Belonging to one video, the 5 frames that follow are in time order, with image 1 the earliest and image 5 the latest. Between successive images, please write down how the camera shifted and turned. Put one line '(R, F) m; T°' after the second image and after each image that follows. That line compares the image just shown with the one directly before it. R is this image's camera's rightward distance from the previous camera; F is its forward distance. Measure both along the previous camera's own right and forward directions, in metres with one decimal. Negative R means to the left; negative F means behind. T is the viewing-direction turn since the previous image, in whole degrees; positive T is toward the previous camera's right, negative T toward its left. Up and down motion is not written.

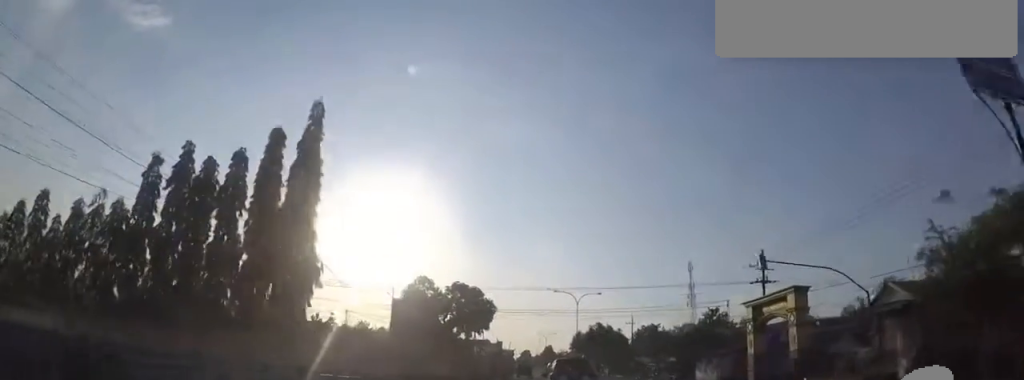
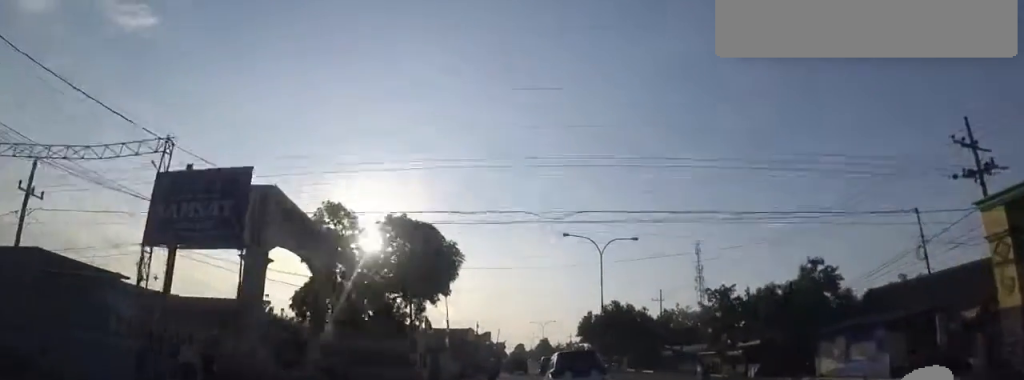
(+1.3, +21.7) m; +3°
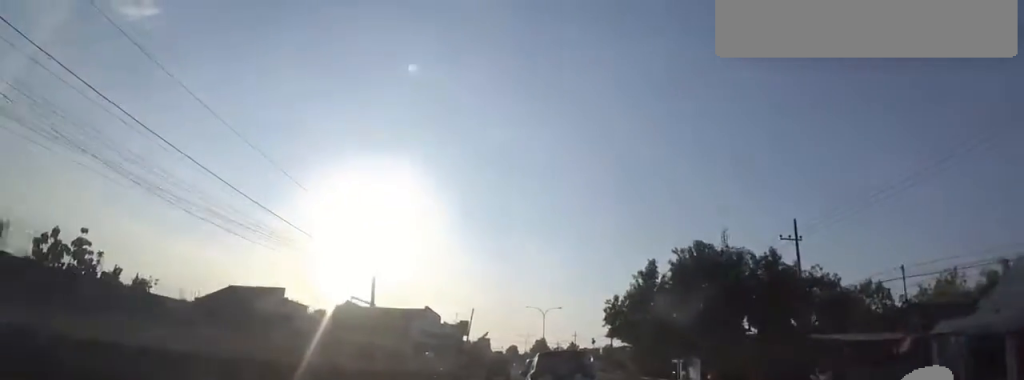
(+0.1, +34.2) m; 0°
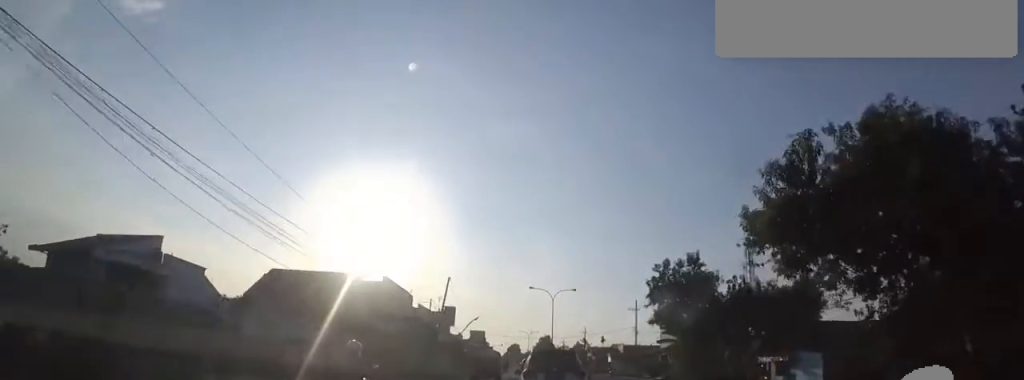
(-0.6, +17.6) m; 0°
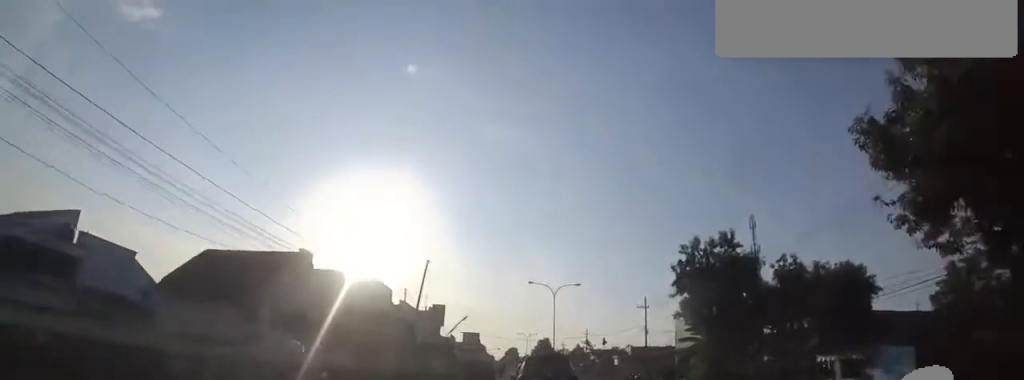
(+0.6, +6.8) m; 0°
